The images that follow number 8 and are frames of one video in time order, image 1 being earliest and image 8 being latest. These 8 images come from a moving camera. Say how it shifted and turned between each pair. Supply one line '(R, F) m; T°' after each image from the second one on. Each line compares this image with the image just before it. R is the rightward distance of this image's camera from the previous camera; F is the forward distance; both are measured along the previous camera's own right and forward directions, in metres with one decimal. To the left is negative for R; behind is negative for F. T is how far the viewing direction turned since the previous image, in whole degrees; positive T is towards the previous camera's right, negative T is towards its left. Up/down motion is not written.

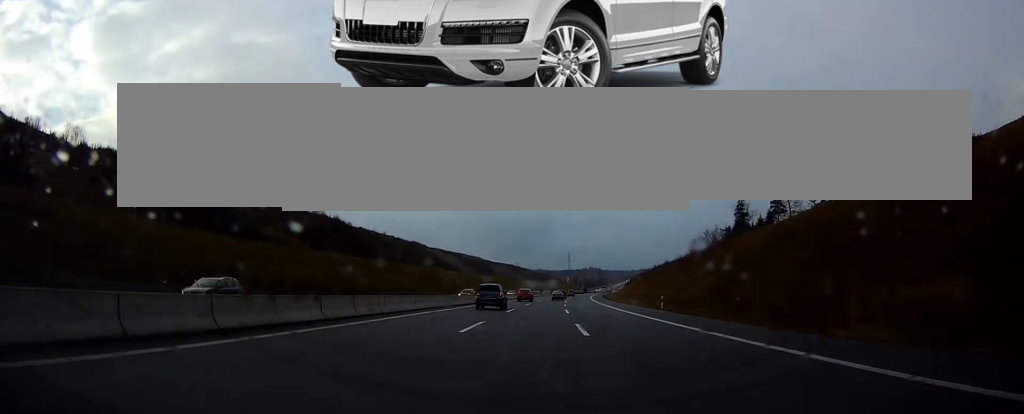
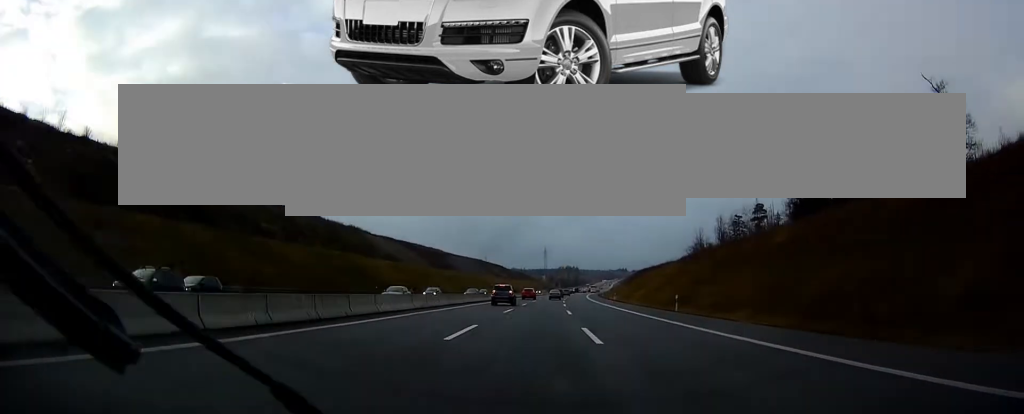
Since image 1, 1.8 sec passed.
(+1.0, +56.1) m; +3°
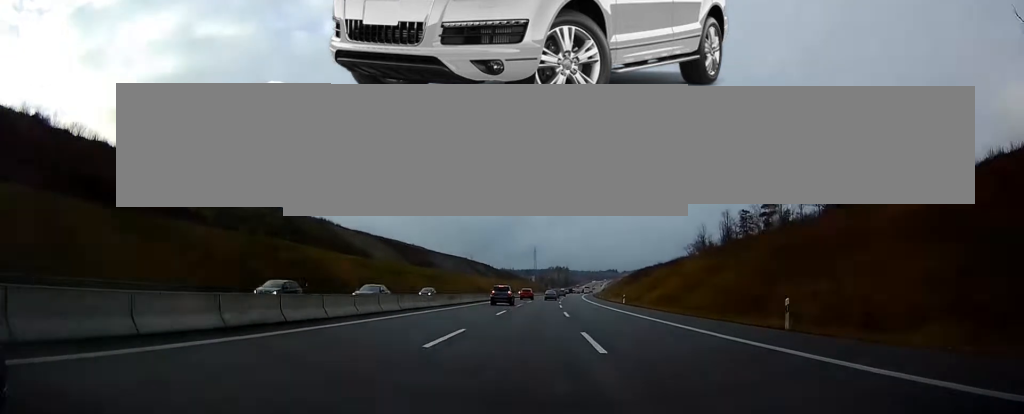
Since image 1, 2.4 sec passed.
(+0.2, +20.0) m; 0°
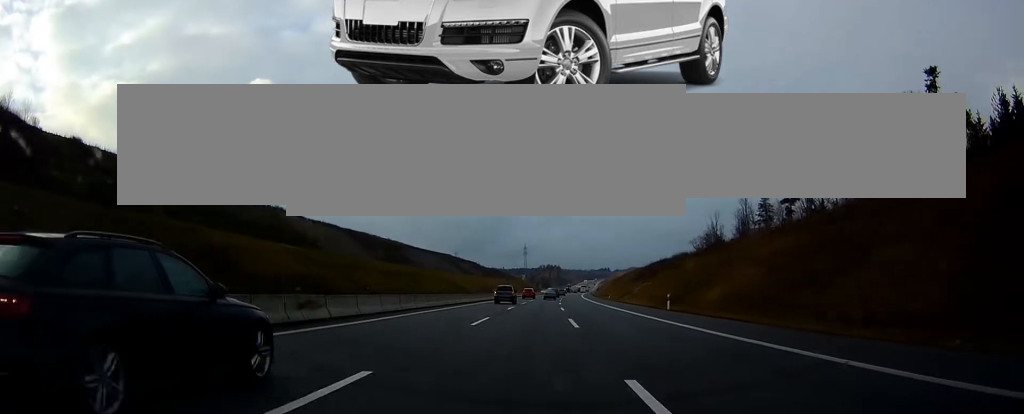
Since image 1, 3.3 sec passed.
(+0.1, +27.5) m; 0°
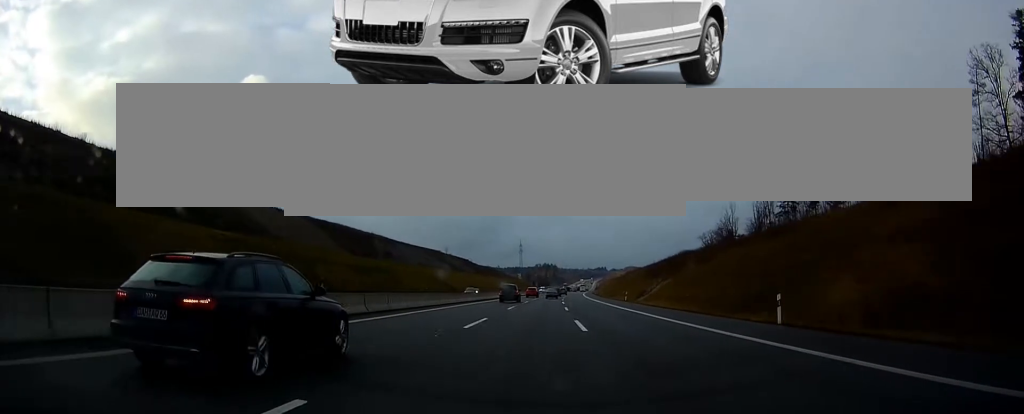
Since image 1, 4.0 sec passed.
(-0.4, +20.0) m; +1°
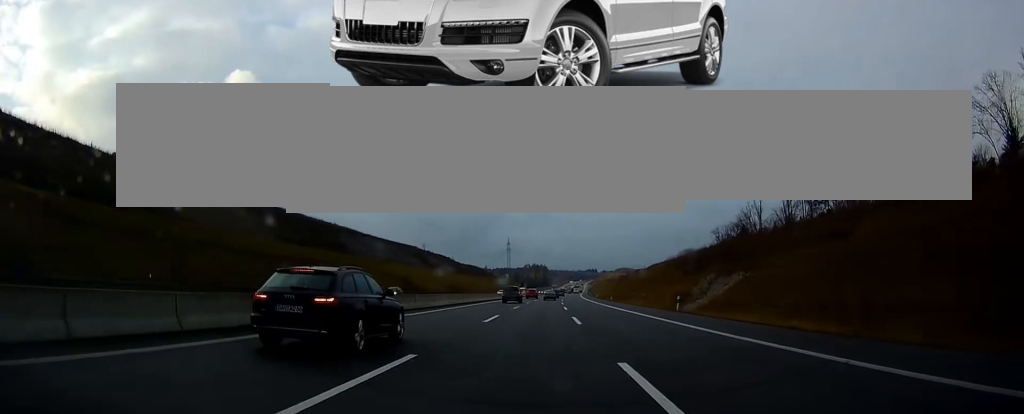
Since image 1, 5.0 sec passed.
(+1.0, +31.1) m; +1°
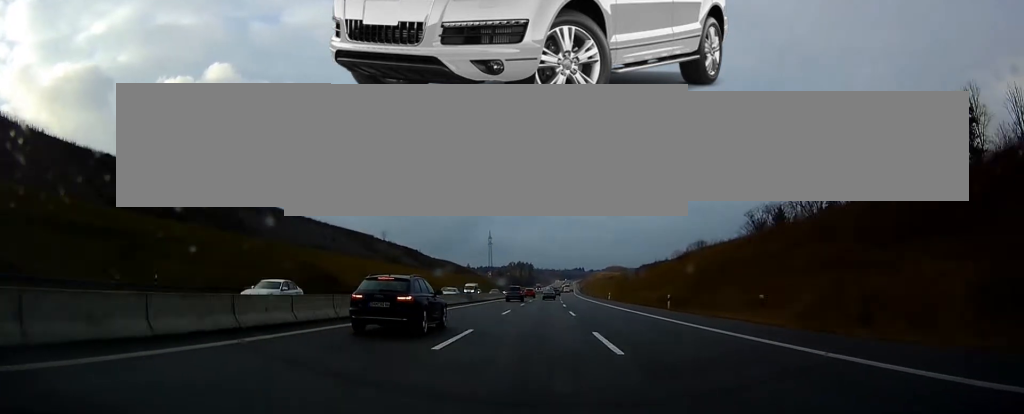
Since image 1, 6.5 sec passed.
(-0.1, +47.0) m; +1°
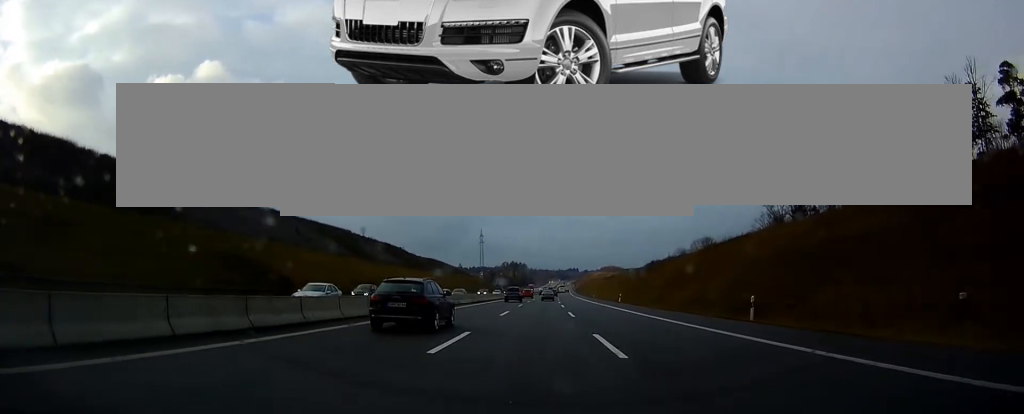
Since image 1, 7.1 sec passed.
(+0.2, +18.5) m; +1°
